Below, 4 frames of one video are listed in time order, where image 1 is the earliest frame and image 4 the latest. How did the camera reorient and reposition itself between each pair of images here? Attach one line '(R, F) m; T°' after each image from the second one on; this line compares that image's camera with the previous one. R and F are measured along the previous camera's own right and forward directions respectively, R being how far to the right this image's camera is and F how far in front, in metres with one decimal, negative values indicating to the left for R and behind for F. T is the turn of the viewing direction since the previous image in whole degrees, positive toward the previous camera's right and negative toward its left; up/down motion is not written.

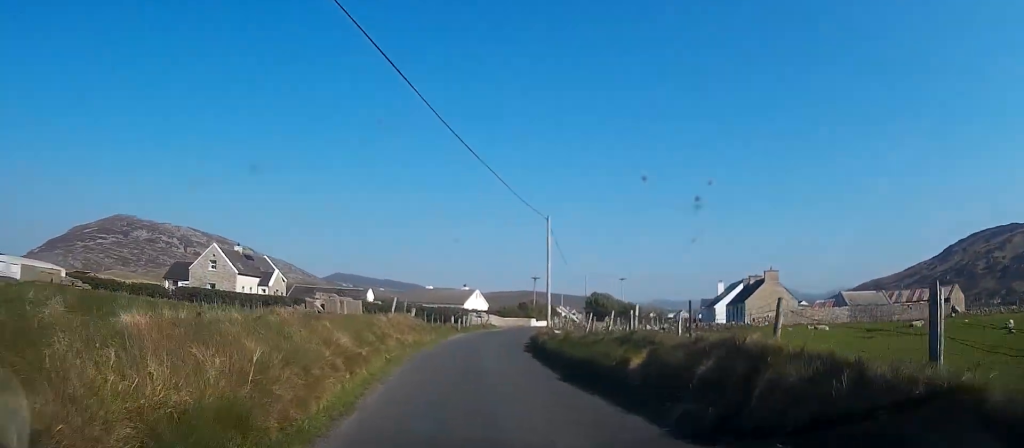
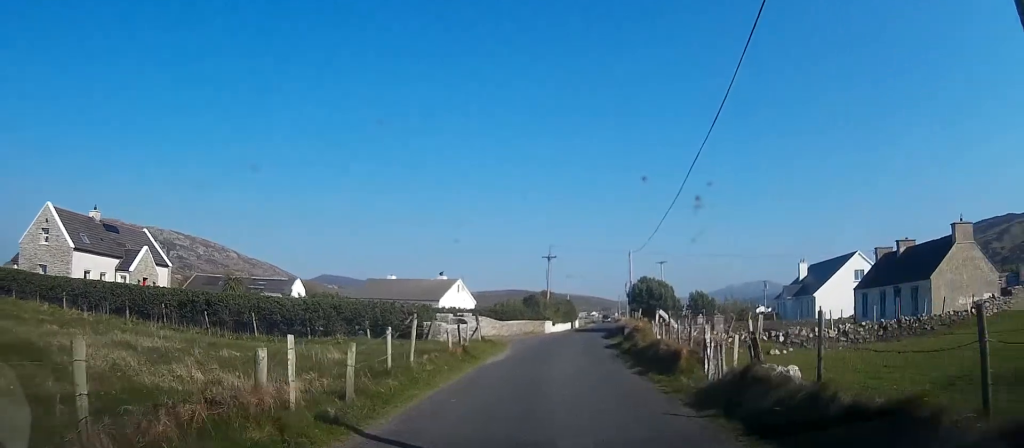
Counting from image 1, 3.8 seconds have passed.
(-1.9, +30.6) m; -1°
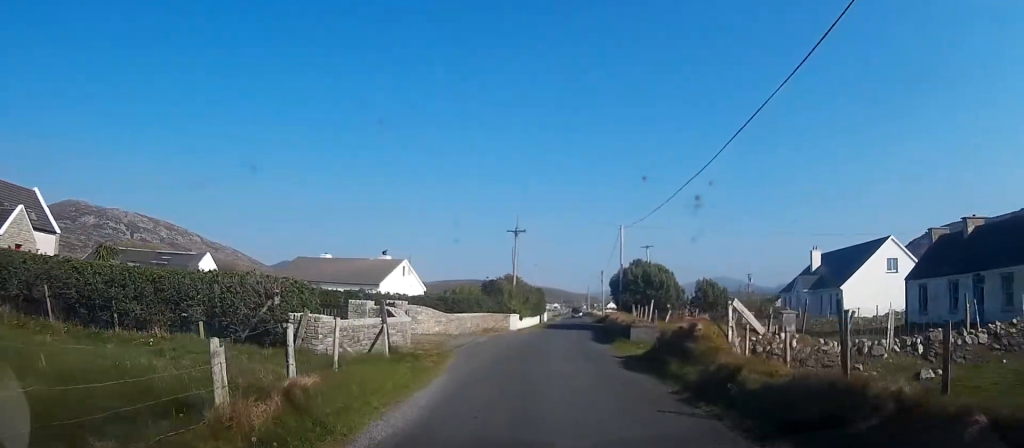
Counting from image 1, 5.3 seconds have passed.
(-0.2, +12.2) m; +1°
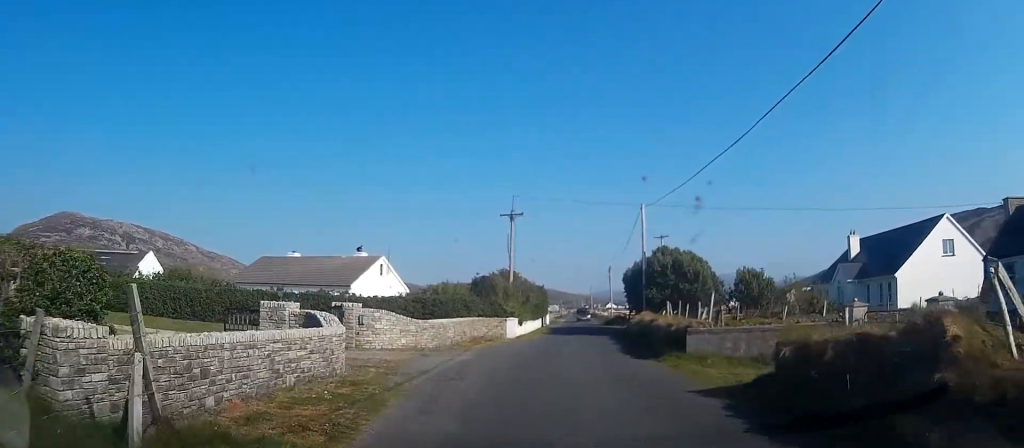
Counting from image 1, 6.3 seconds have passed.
(+0.4, +8.4) m; +1°
